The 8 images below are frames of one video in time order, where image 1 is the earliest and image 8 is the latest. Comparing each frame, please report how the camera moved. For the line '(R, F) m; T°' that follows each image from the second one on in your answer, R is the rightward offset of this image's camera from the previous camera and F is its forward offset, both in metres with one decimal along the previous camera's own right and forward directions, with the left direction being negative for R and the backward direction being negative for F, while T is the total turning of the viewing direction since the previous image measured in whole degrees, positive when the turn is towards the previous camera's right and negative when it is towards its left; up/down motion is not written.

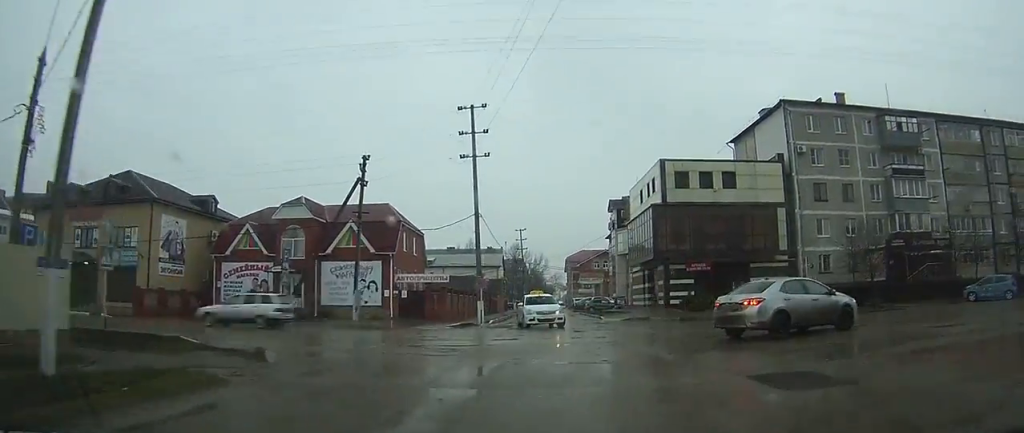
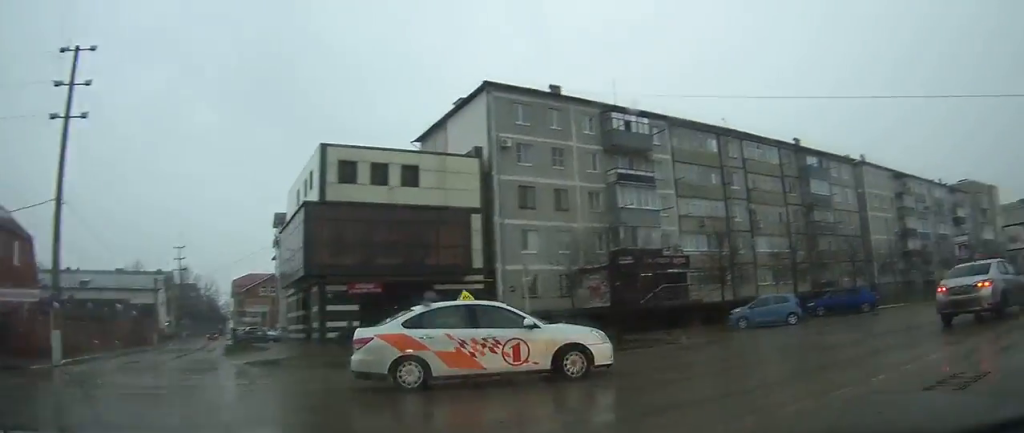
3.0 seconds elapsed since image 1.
(+3.8, +11.5) m; +44°
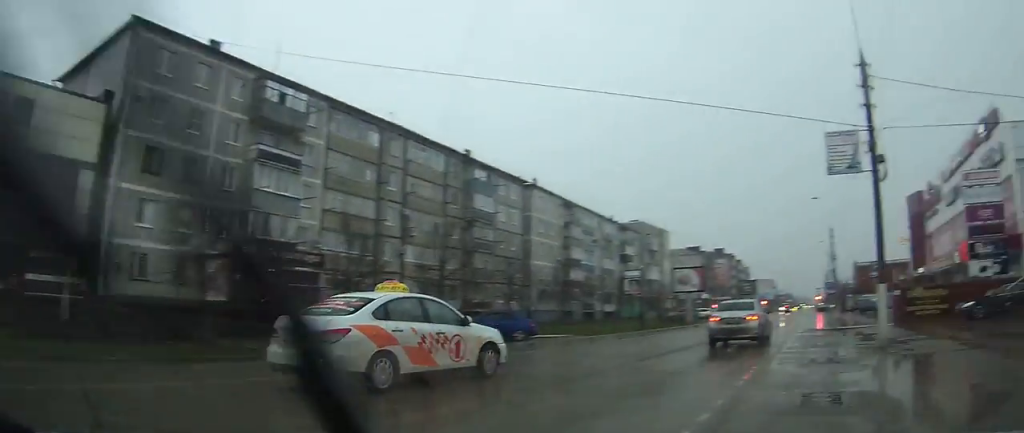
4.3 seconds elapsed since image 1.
(+1.4, +6.4) m; +15°
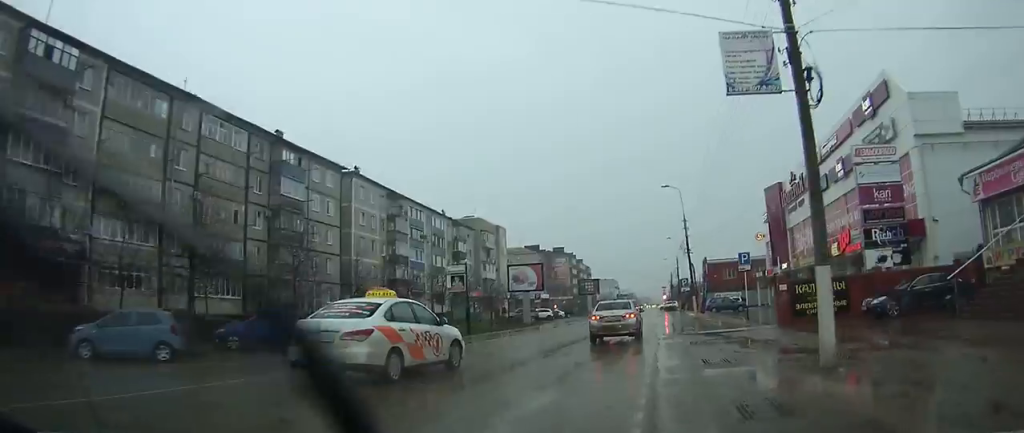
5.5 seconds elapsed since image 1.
(+0.8, +7.2) m; +7°
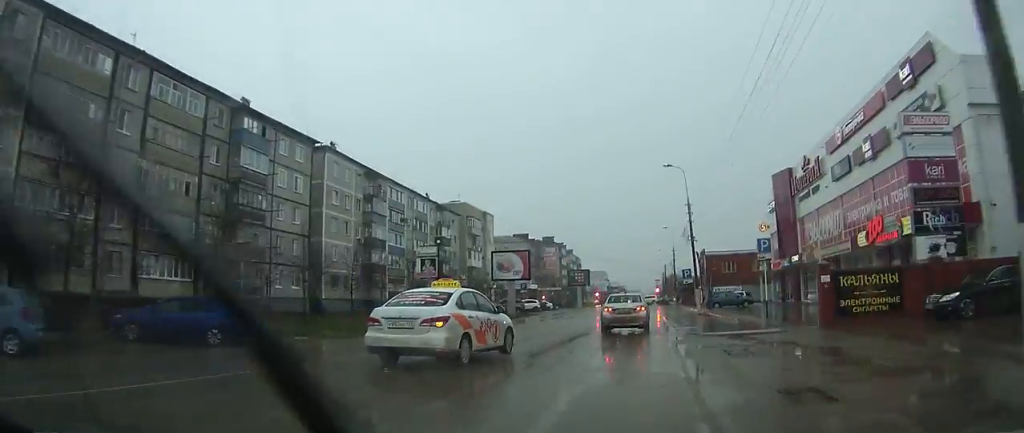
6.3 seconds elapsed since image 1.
(+0.1, +5.1) m; +3°
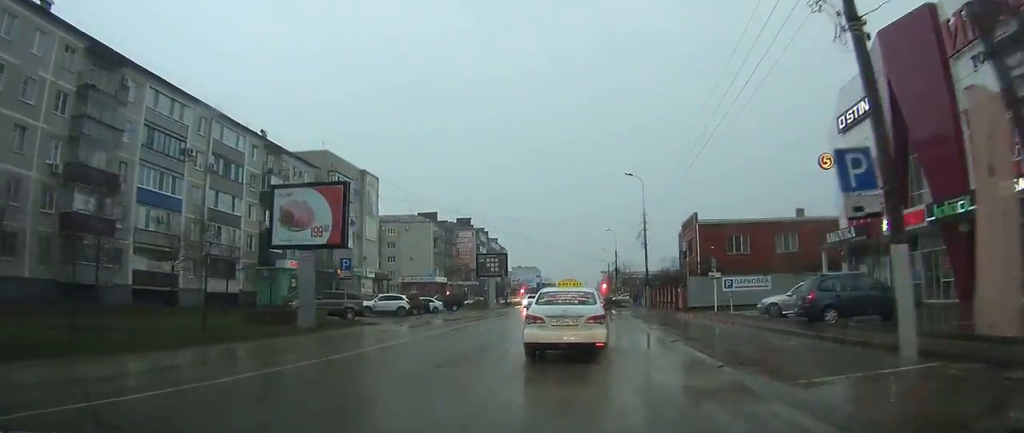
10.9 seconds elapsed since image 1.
(+2.9, +33.7) m; +6°
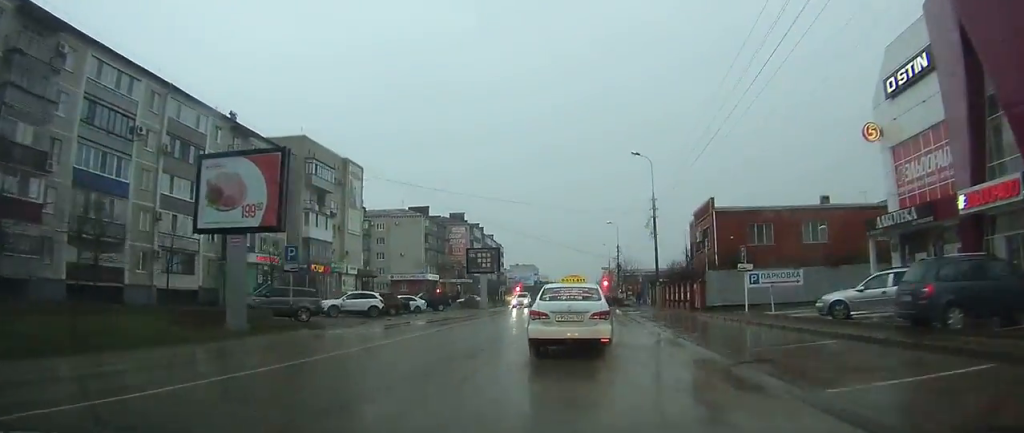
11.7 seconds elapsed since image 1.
(0.0, +5.9) m; 0°
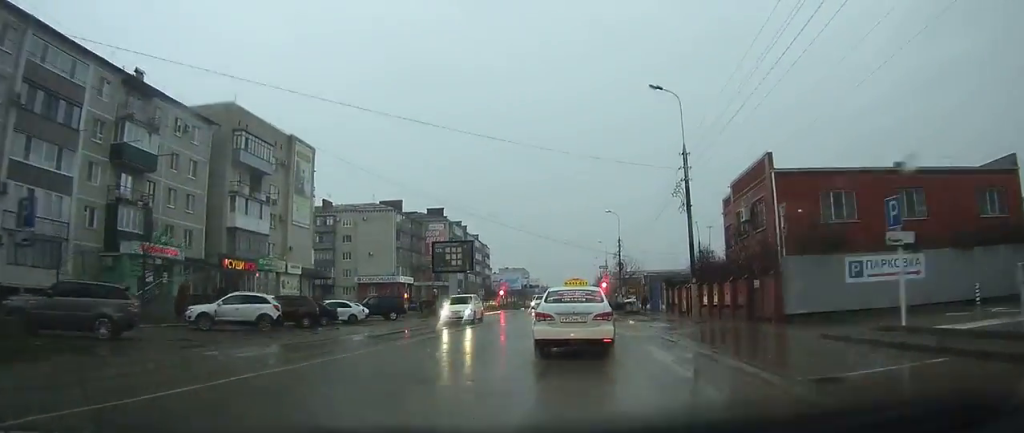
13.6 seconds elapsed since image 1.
(-0.1, +13.7) m; 0°
